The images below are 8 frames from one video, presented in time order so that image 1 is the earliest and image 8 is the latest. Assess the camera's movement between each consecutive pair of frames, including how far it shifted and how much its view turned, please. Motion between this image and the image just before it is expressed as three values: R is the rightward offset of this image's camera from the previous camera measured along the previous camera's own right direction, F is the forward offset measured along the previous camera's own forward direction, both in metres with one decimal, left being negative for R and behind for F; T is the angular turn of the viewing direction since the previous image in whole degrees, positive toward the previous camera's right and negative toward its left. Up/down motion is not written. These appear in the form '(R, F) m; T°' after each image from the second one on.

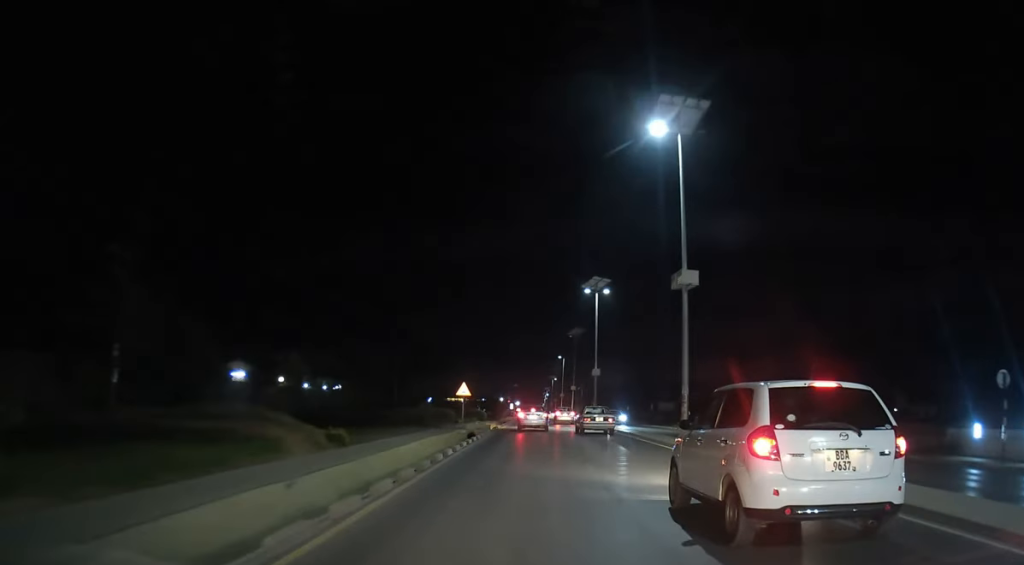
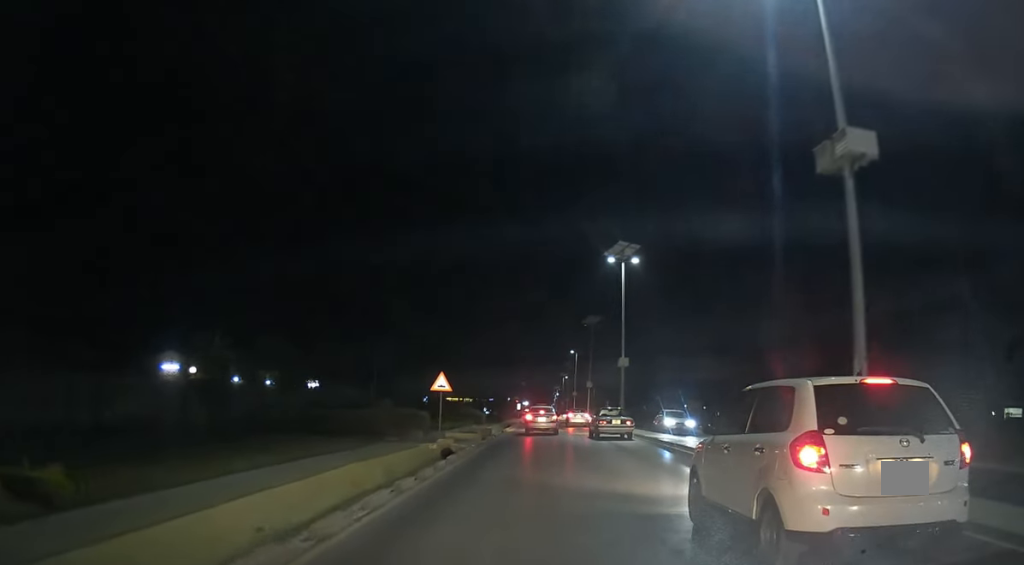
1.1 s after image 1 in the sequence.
(-0.2, +13.1) m; -1°
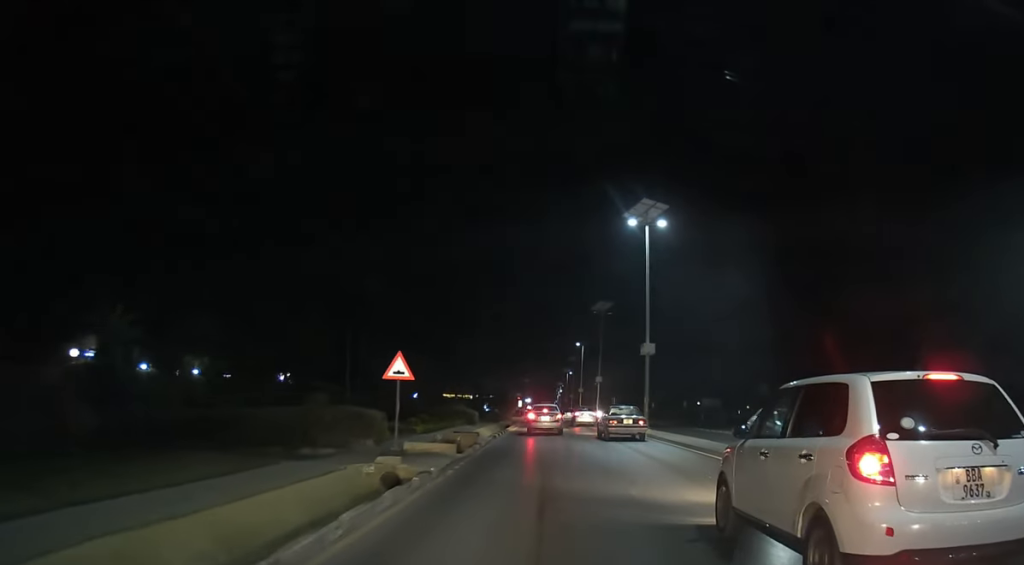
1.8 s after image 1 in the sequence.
(0.0, +9.2) m; 0°
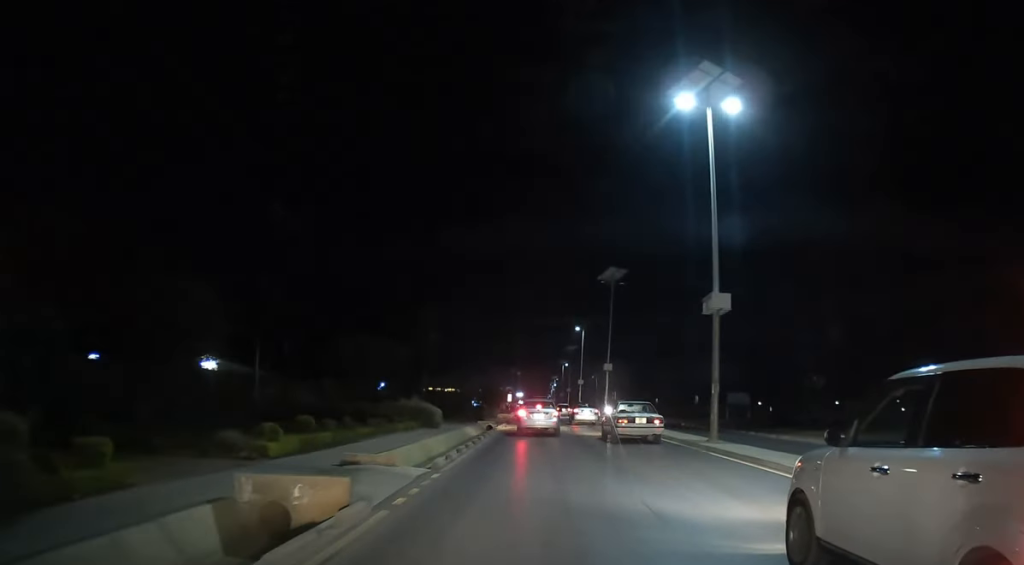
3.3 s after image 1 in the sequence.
(-0.1, +15.4) m; +1°
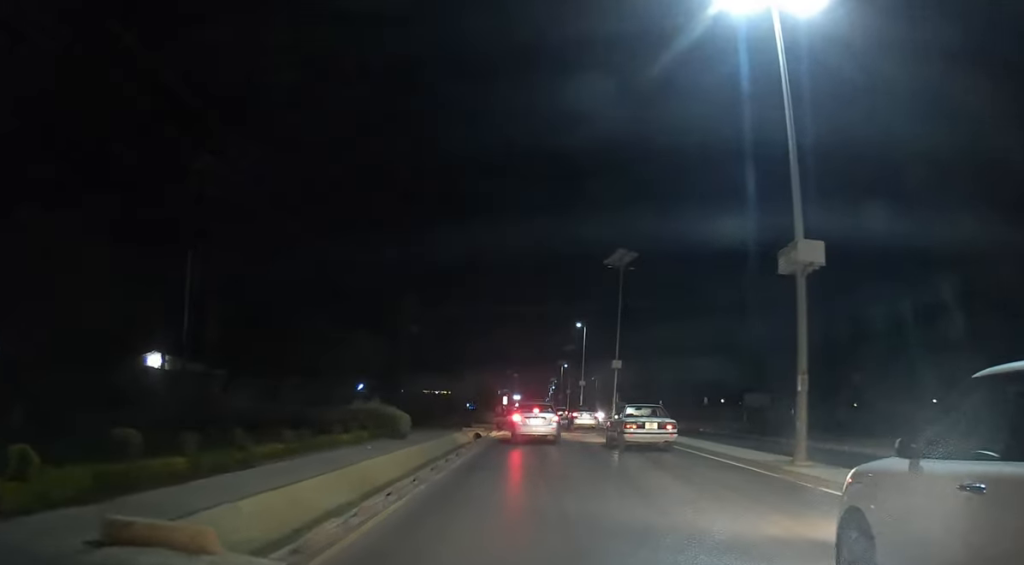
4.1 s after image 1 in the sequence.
(+0.2, +7.4) m; +1°
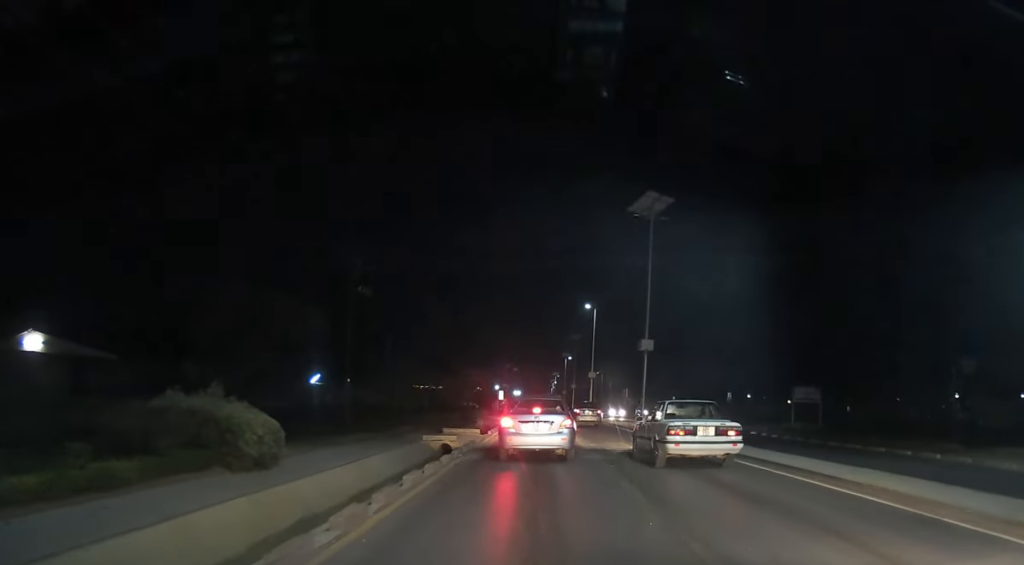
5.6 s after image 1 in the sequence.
(+0.1, +12.3) m; 0°
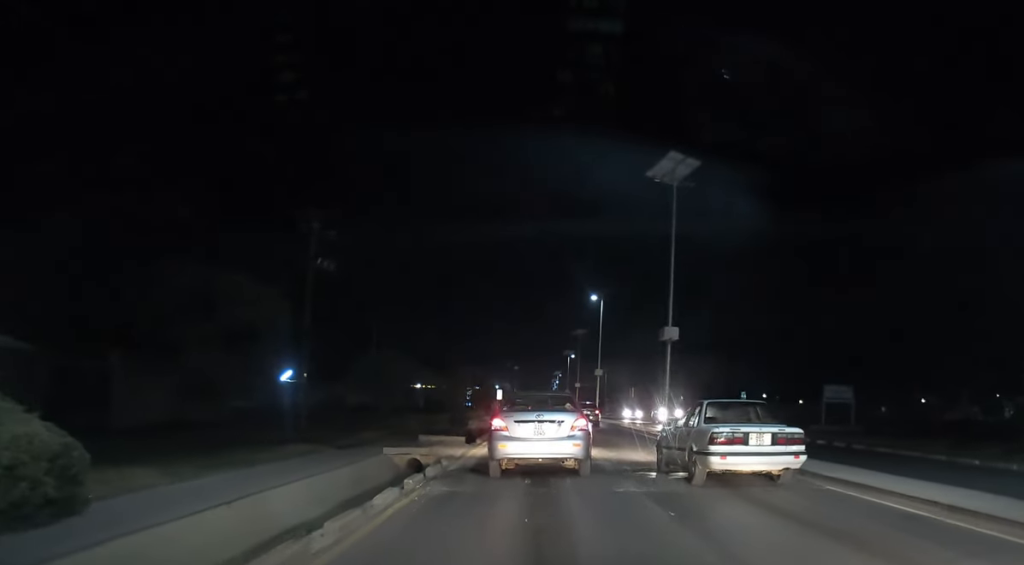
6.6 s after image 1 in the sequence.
(0.0, +5.6) m; 0°
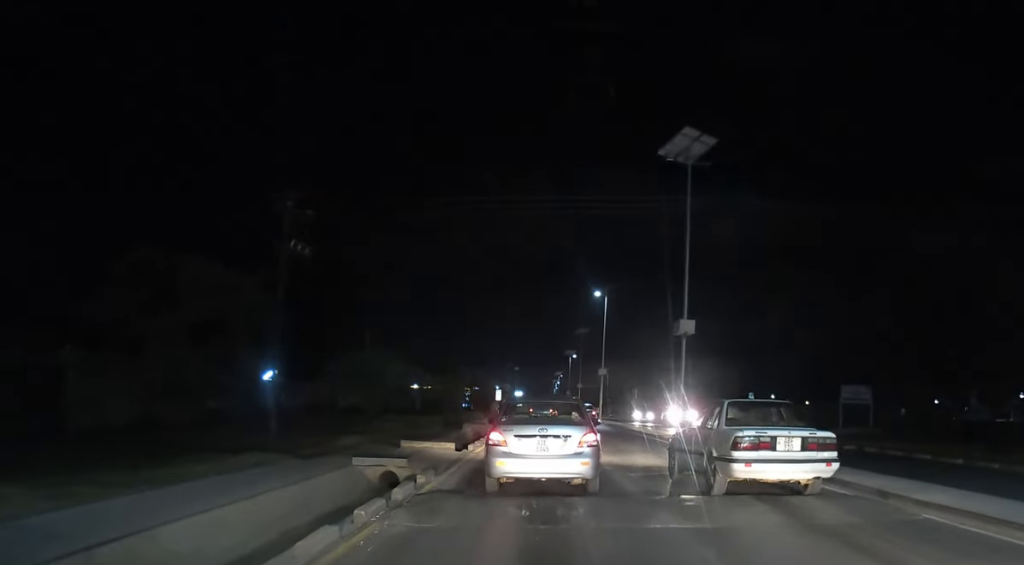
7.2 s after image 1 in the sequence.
(0.0, +2.7) m; -1°
